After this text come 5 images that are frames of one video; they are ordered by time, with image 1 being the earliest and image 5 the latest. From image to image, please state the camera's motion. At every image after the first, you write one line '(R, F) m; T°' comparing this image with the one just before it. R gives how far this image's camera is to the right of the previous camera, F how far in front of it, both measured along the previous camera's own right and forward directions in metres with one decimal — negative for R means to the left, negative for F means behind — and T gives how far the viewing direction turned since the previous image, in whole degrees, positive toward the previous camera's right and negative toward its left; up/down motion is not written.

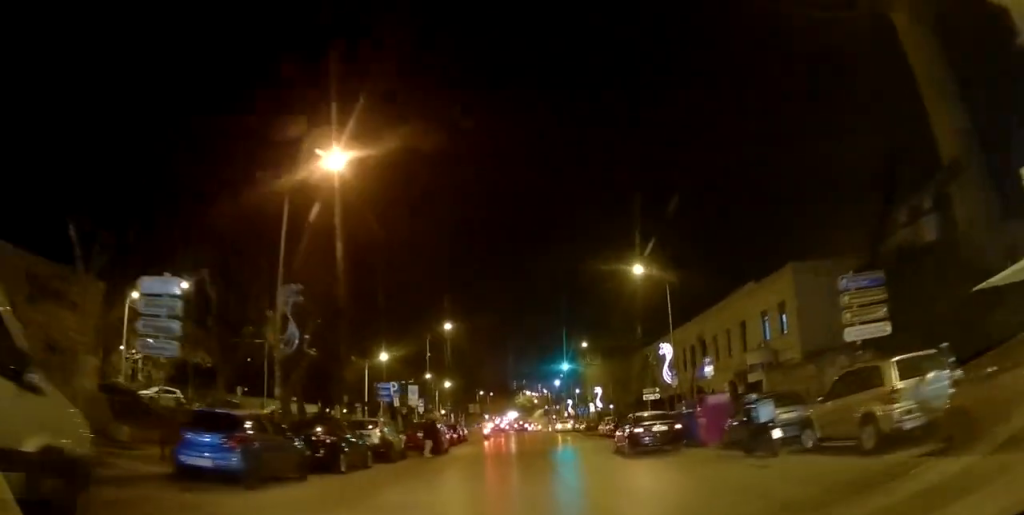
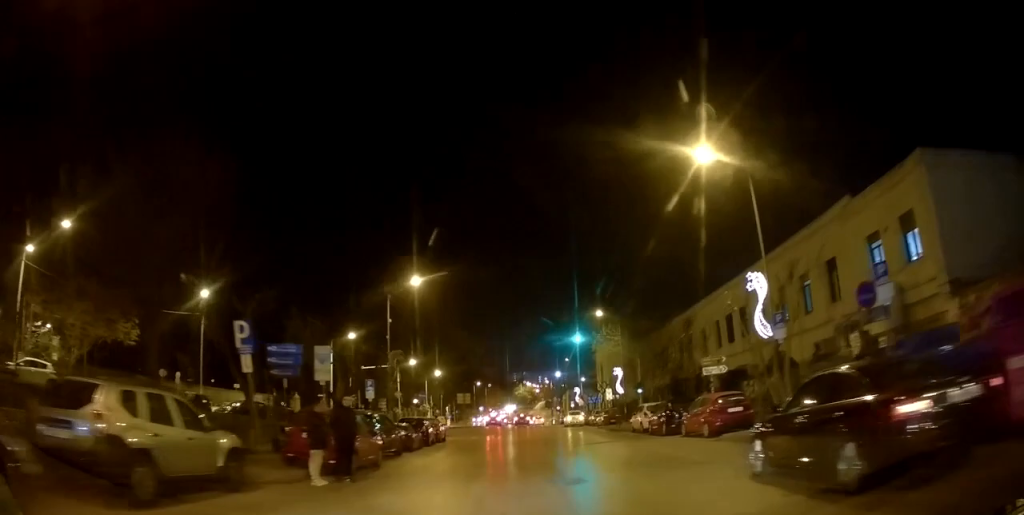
(-2.9, +15.4) m; -7°
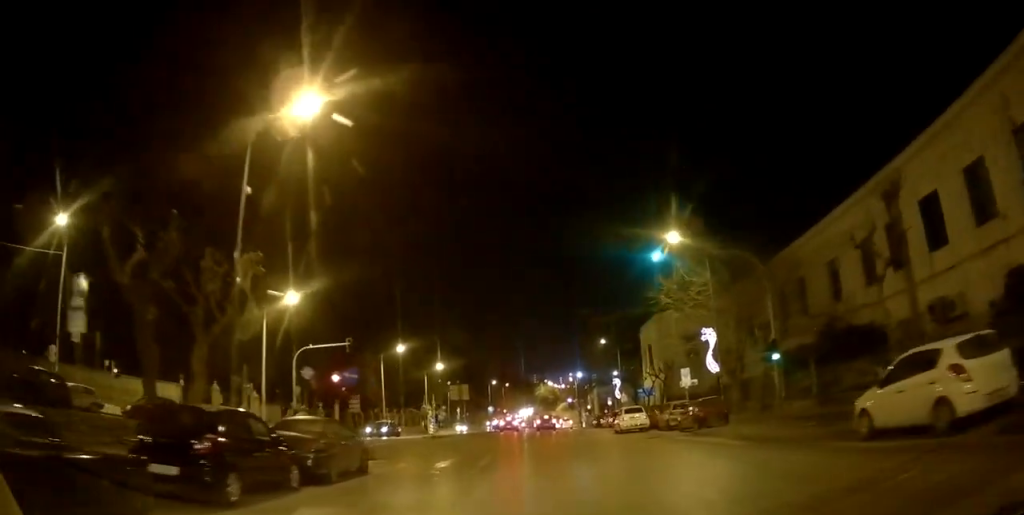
(+1.9, +22.9) m; +3°
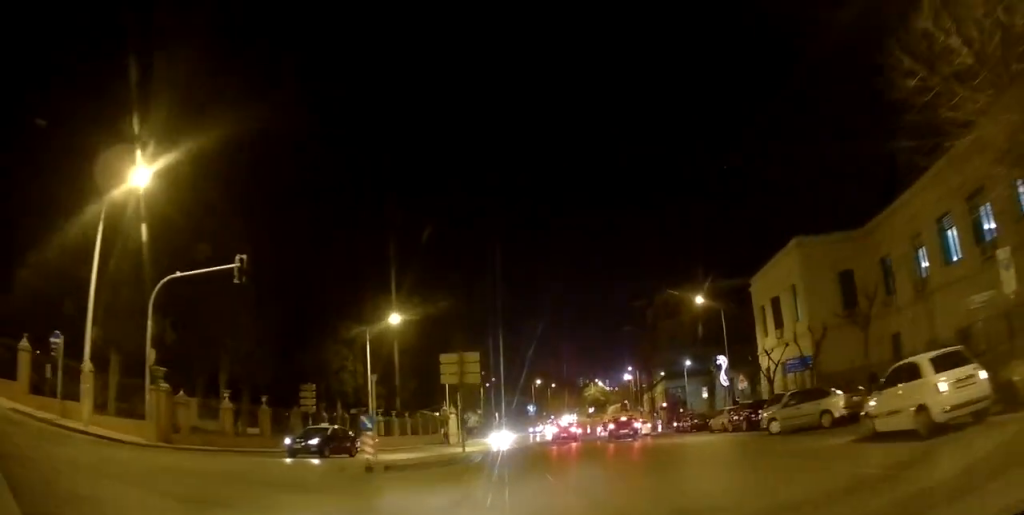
(-0.1, +24.7) m; -1°
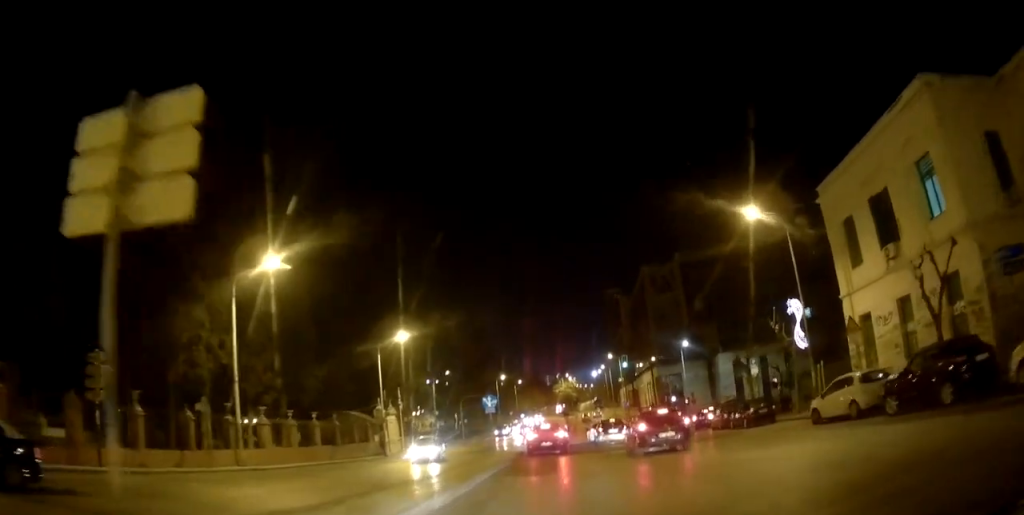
(-0.9, +18.0) m; -1°
